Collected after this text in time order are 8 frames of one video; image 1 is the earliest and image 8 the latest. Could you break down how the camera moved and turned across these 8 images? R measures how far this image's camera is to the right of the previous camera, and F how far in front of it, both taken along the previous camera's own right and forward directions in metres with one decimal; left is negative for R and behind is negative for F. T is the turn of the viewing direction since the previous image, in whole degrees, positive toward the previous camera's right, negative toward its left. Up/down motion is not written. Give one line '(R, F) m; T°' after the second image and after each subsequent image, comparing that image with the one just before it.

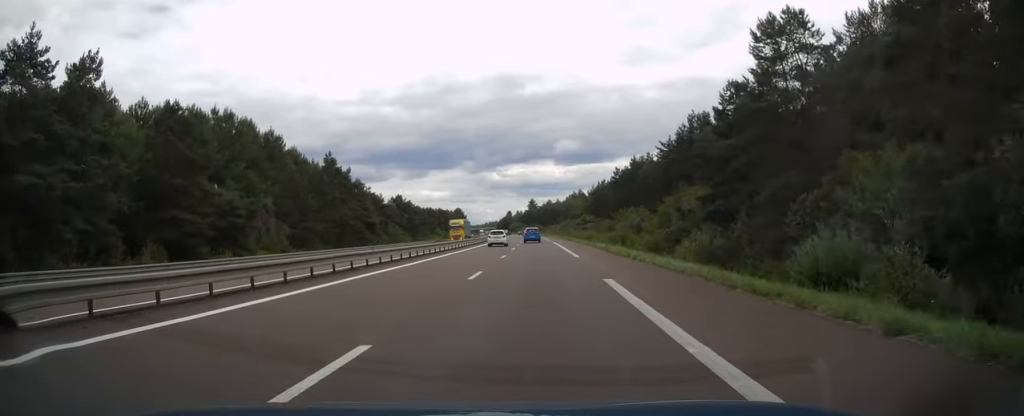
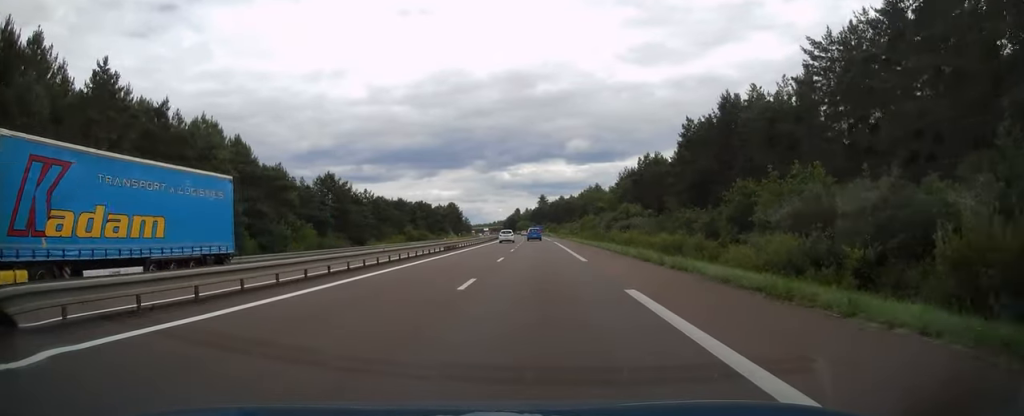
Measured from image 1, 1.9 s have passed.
(-0.5, +55.0) m; -1°
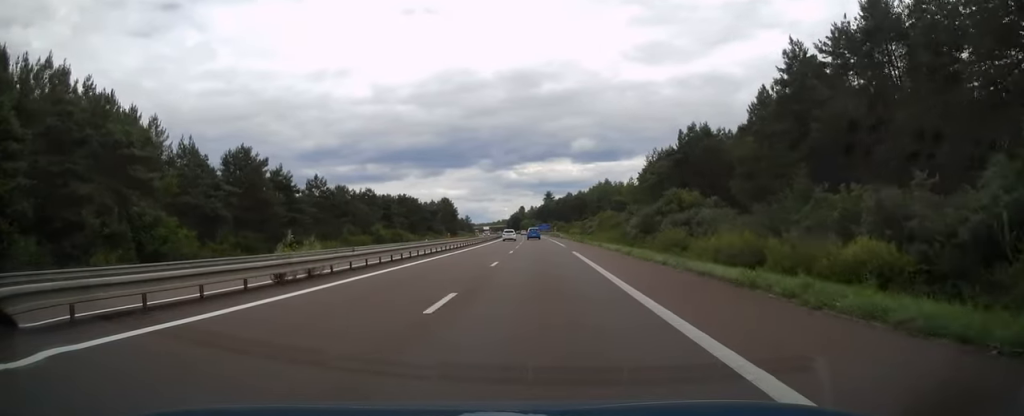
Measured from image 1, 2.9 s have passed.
(-0.2, +29.9) m; -1°
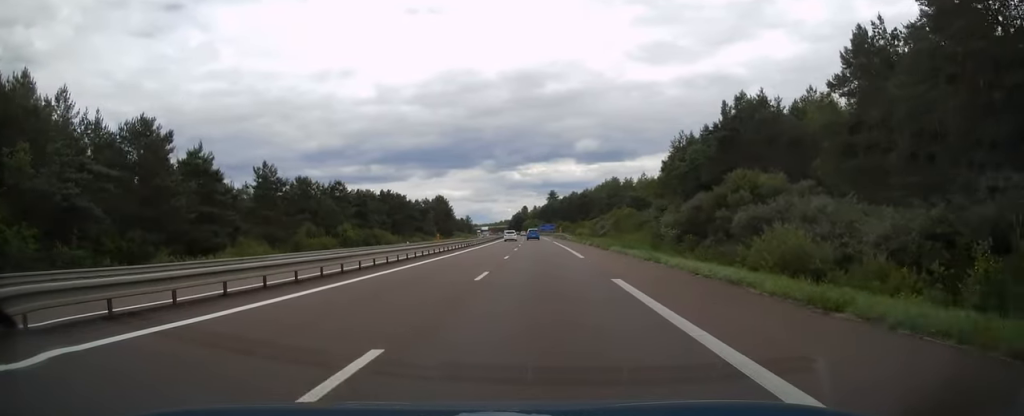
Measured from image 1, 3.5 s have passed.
(-0.1, +19.1) m; 0°
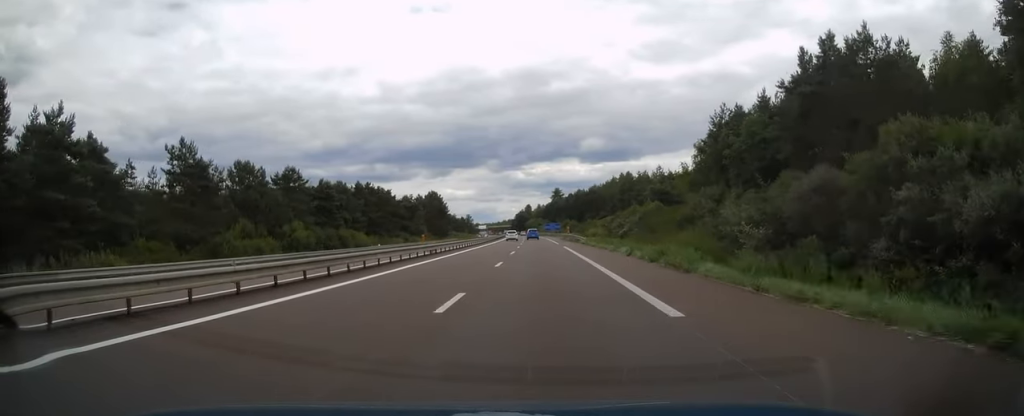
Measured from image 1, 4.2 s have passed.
(0.0, +19.6) m; 0°
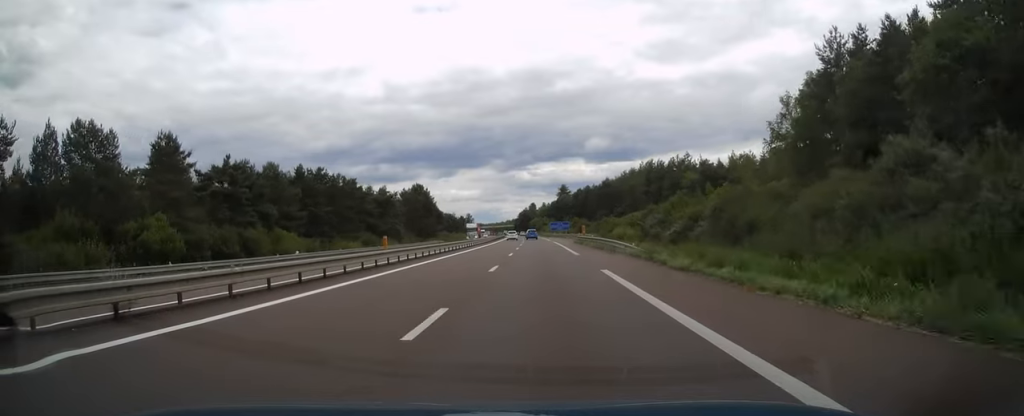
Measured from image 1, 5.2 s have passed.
(0.0, +28.5) m; 0°
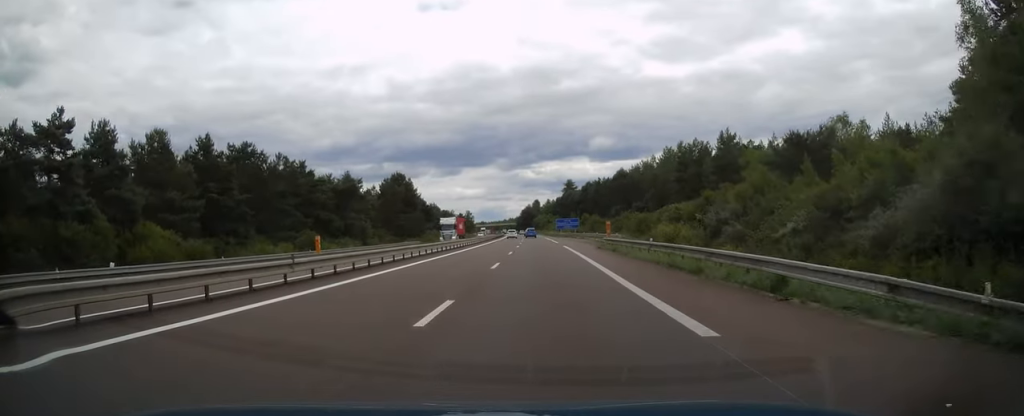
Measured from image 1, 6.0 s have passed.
(-0.1, +25.0) m; -1°
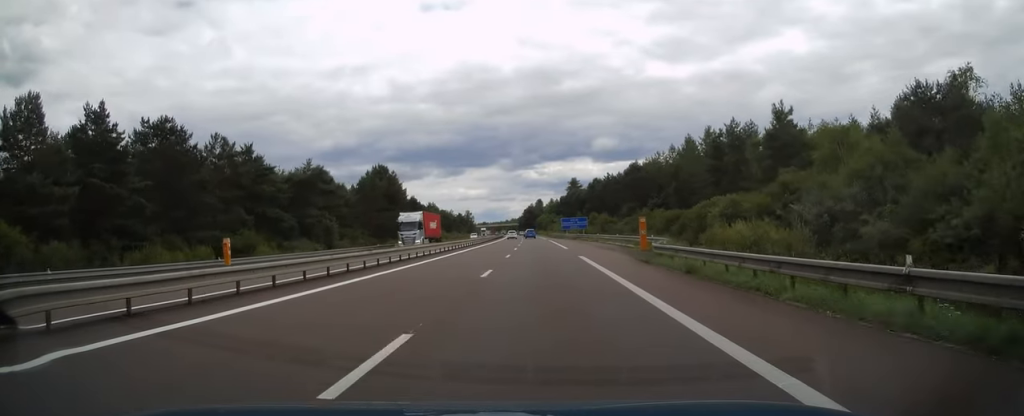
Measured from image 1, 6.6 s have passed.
(-0.1, +16.7) m; 0°
